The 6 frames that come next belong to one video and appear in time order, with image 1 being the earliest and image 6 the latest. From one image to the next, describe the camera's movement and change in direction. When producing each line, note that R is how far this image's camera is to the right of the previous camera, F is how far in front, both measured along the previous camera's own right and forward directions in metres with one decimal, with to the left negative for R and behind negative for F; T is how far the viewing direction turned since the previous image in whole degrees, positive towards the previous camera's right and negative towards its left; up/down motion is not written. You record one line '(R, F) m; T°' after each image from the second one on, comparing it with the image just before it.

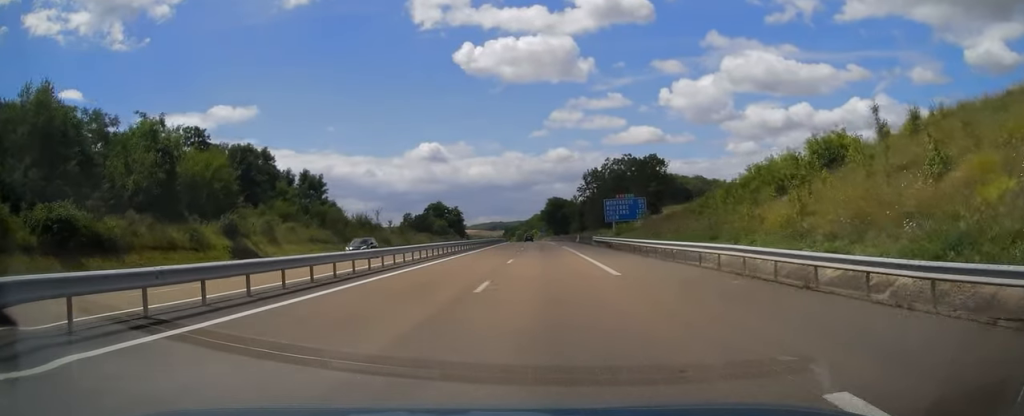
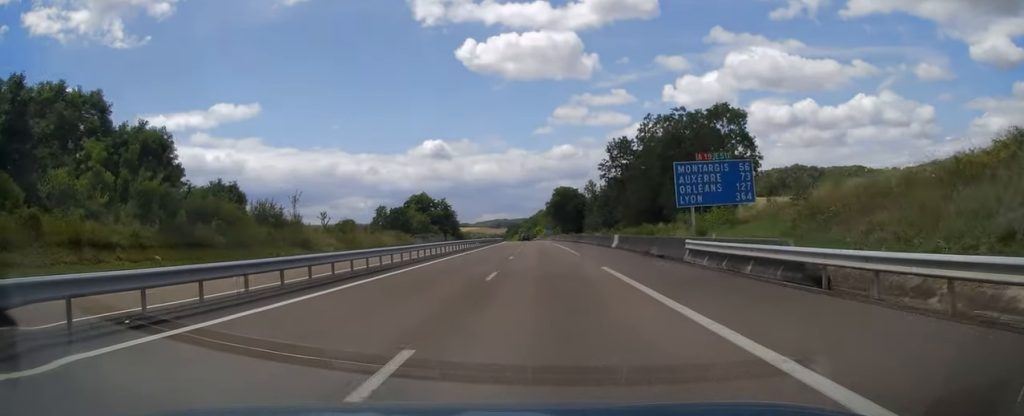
(-0.1, +36.0) m; 0°
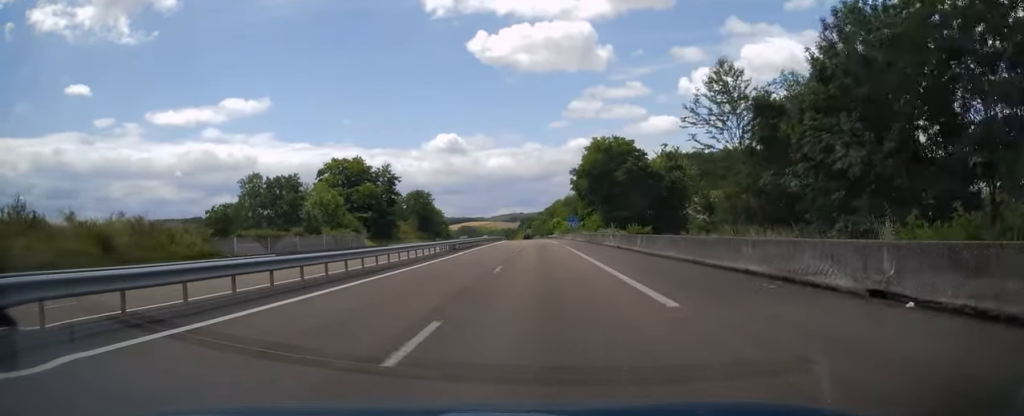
(-0.4, +76.4) m; -1°
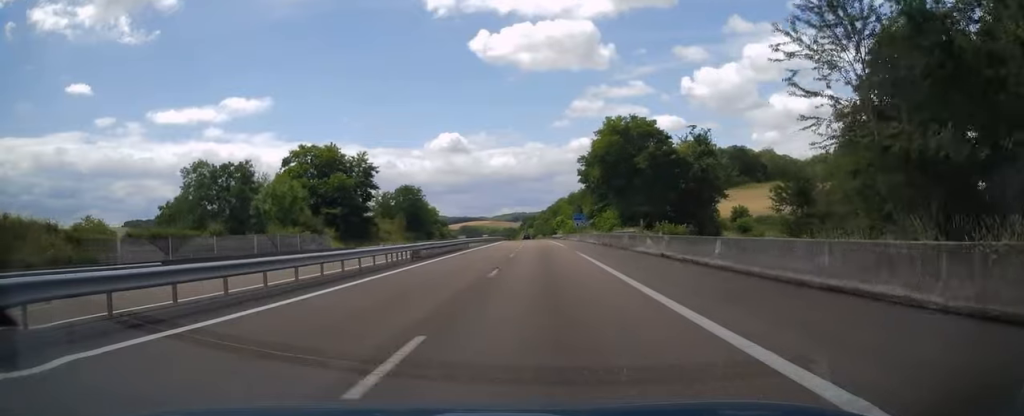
(+0.1, +14.3) m; -1°
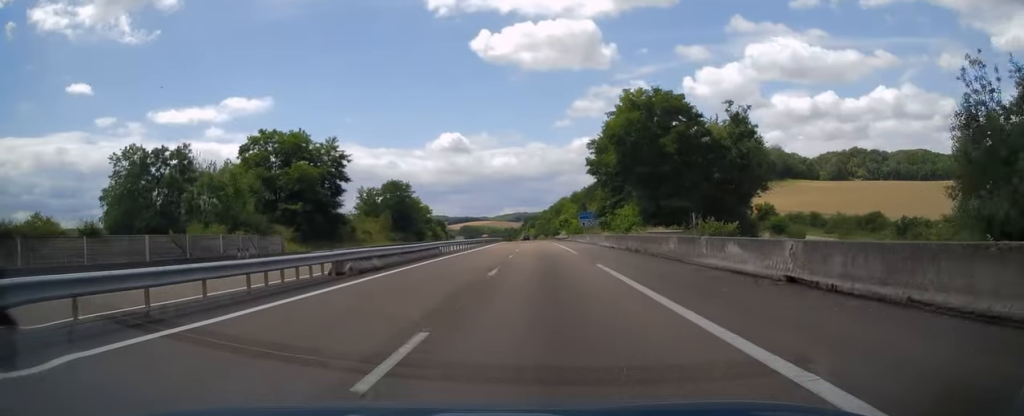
(-0.2, +12.9) m; 0°
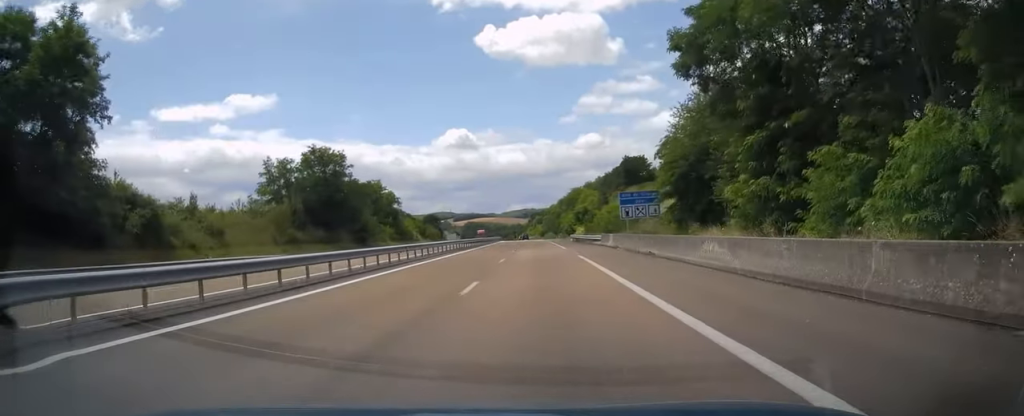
(-0.5, +44.7) m; -1°
